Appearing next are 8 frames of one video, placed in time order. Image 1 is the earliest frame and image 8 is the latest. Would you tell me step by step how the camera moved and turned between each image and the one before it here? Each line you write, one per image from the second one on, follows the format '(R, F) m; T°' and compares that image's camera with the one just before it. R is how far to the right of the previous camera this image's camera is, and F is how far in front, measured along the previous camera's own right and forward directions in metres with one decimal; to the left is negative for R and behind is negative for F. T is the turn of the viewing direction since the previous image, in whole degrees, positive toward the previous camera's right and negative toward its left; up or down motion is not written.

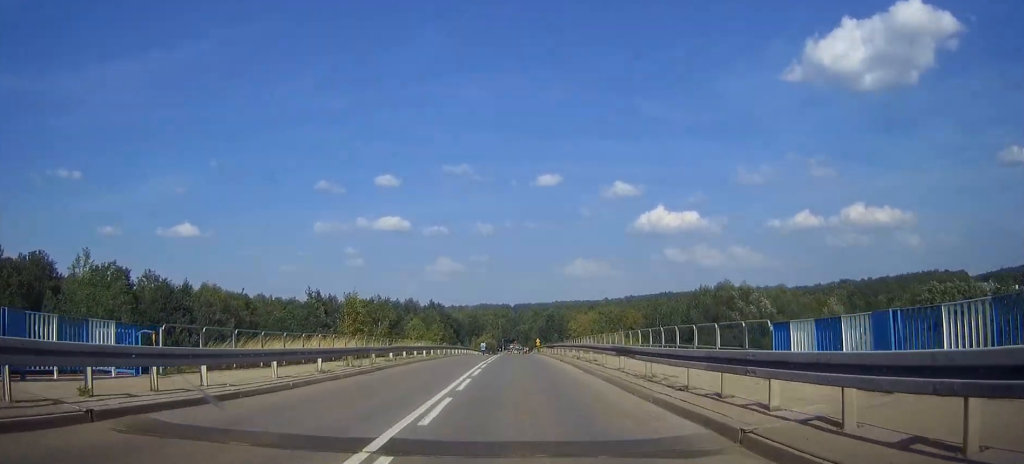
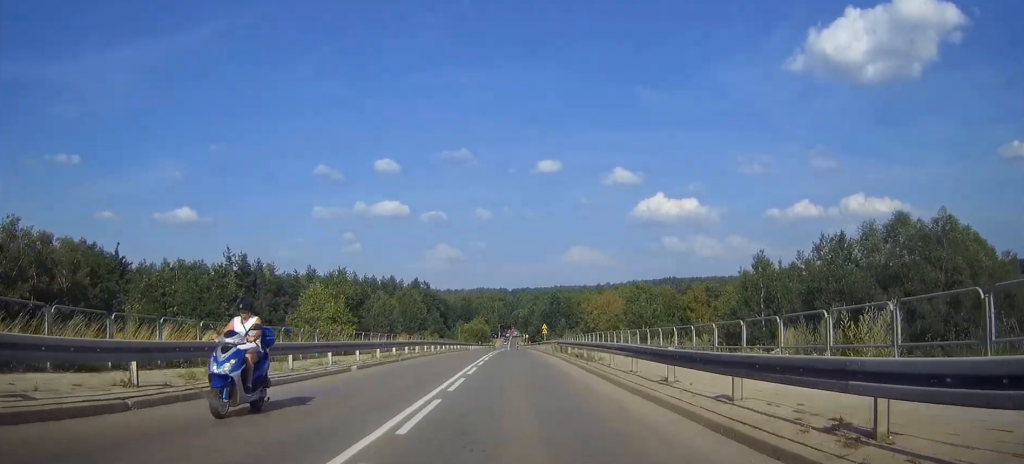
(0.0, +42.3) m; 0°
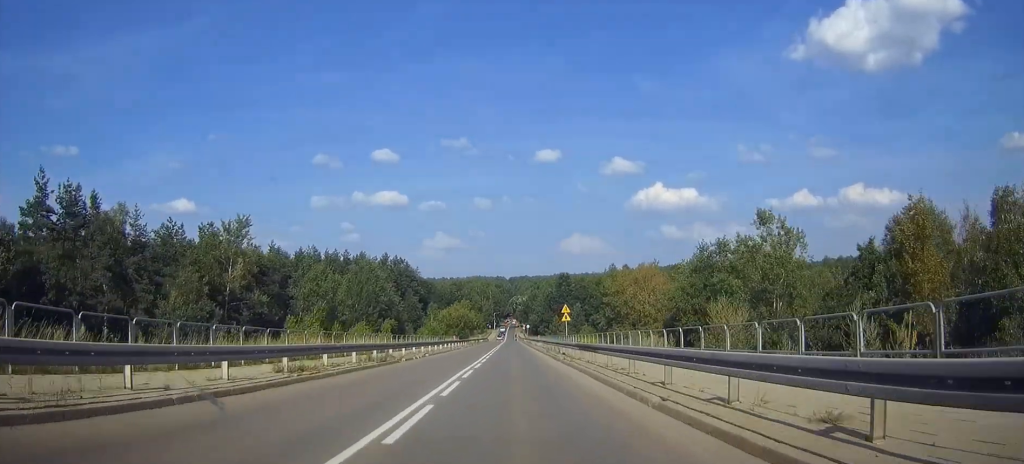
(0.0, +47.9) m; 0°
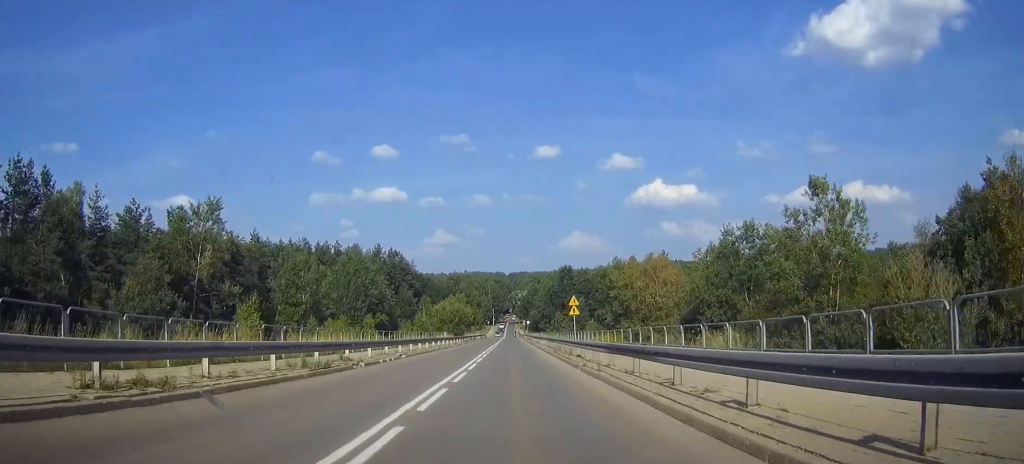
(0.0, +8.8) m; 0°
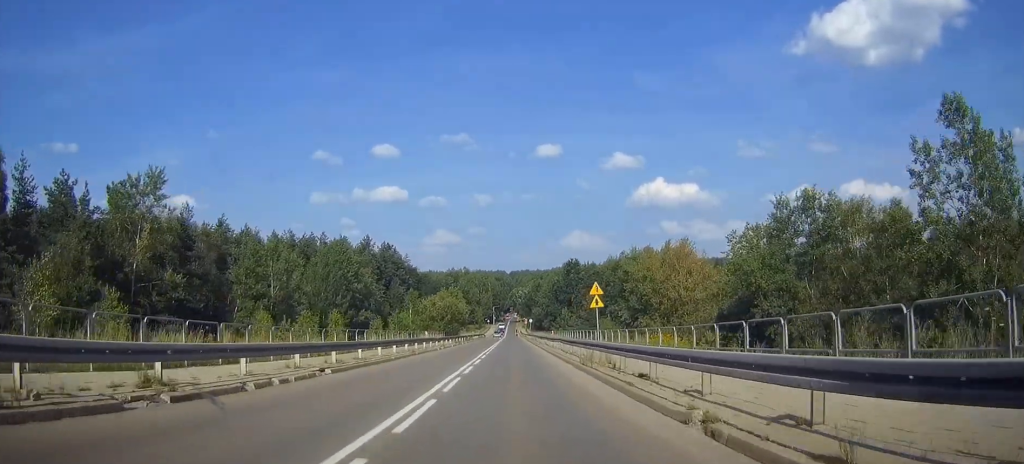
(0.0, +13.9) m; 0°
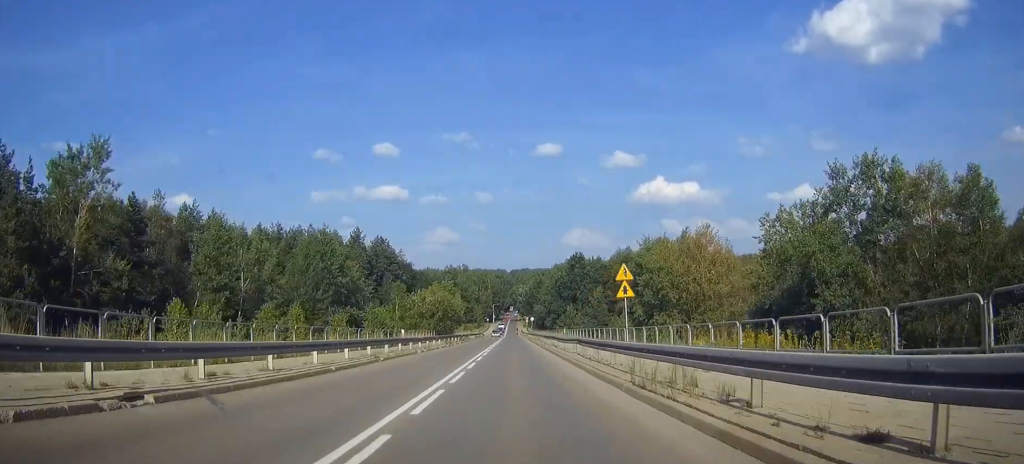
(0.0, +10.2) m; 0°
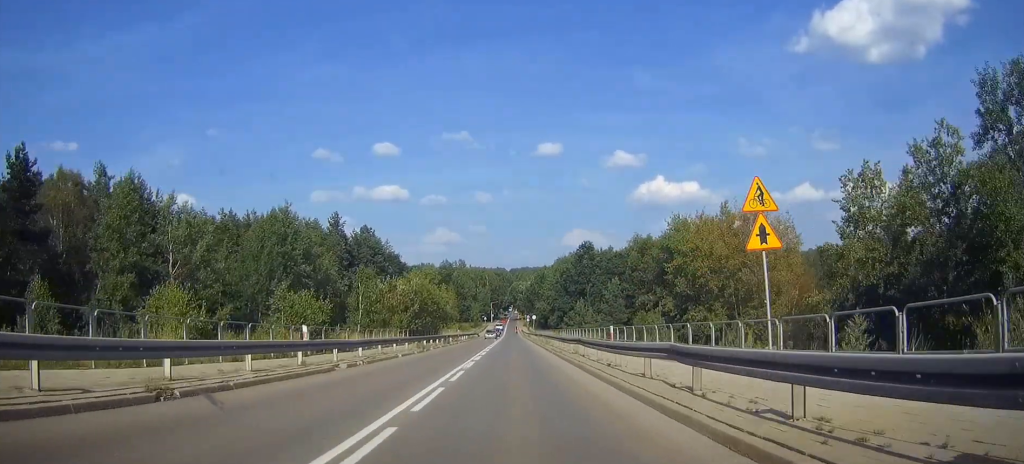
(0.0, +17.2) m; 0°
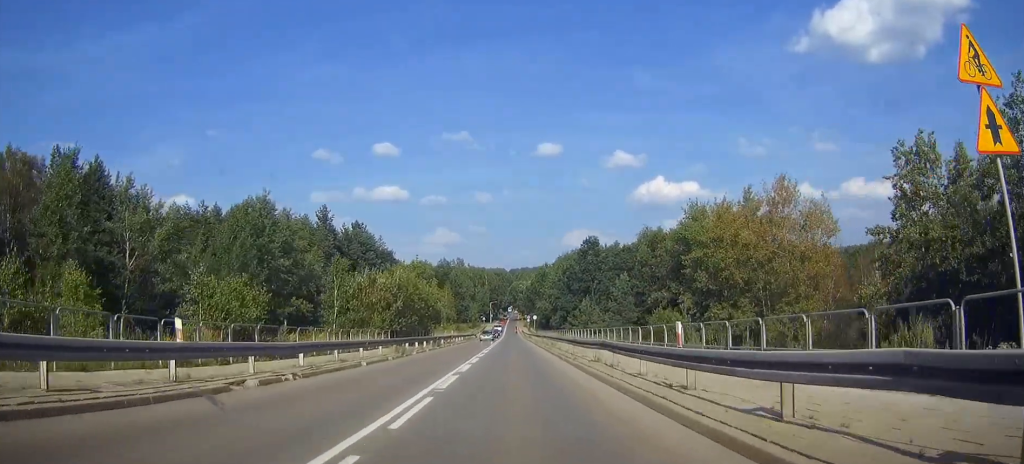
(0.0, +7.7) m; 0°
